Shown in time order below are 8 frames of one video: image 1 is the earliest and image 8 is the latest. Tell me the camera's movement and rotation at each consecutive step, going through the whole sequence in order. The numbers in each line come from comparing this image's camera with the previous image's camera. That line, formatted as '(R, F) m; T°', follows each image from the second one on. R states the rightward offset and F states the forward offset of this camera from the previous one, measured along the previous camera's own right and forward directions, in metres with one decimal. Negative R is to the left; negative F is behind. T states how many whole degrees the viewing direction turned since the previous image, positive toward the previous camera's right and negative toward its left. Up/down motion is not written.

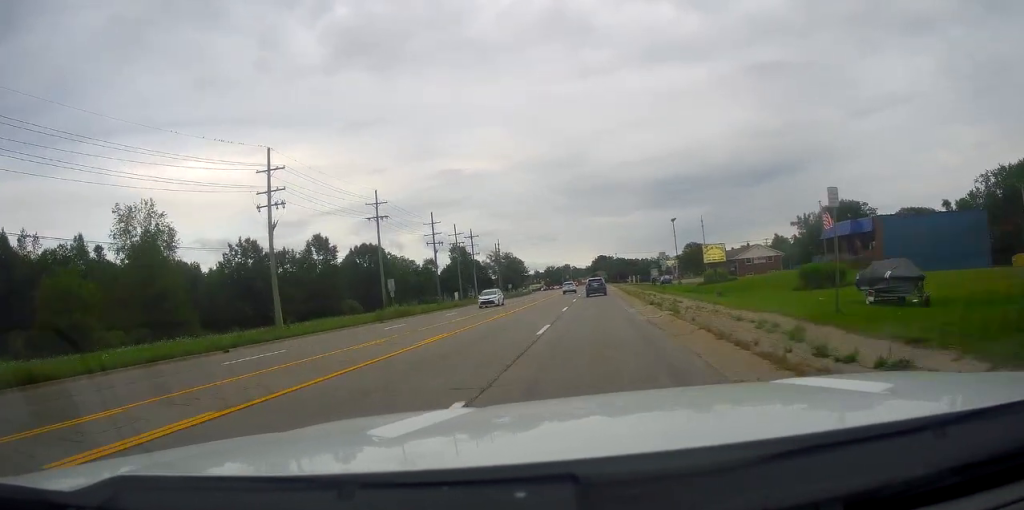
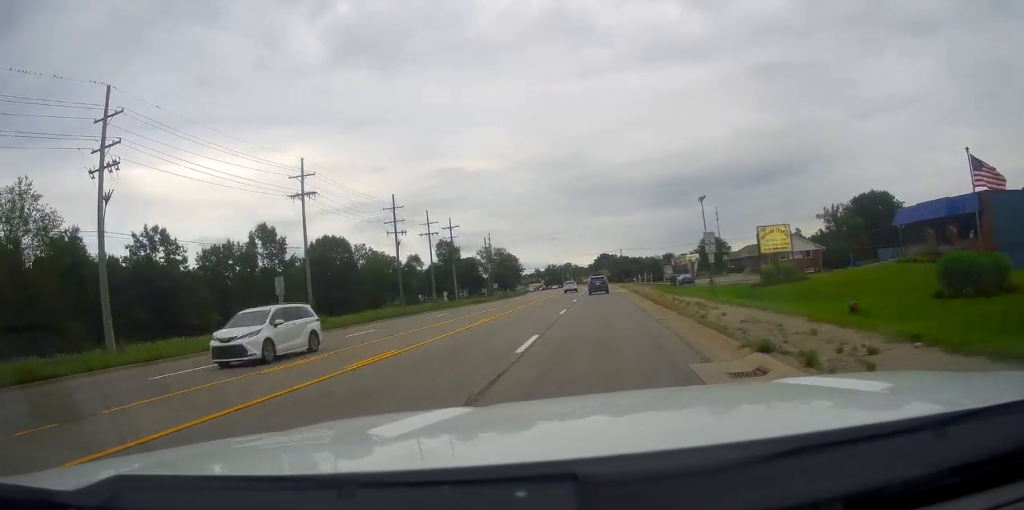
(-0.4, +20.7) m; -1°
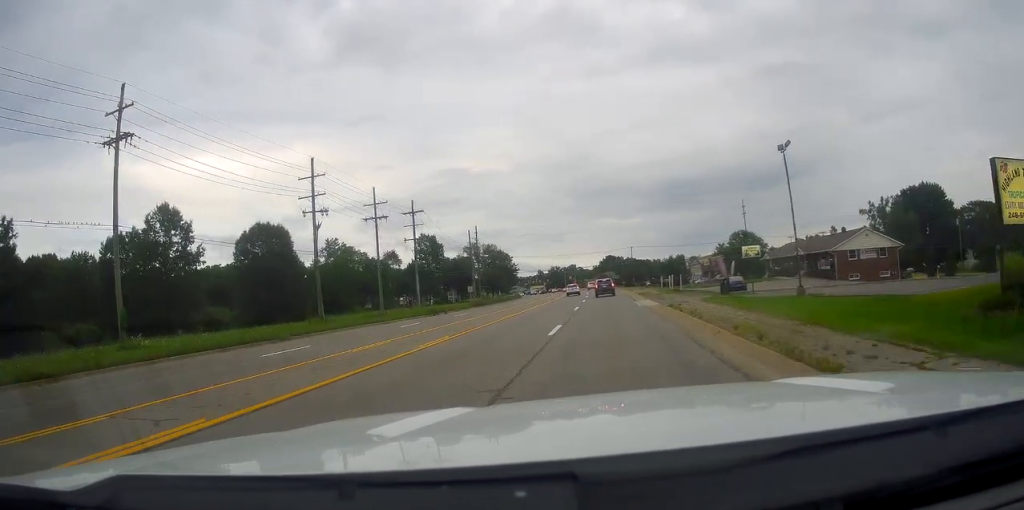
(0.0, +25.6) m; +1°
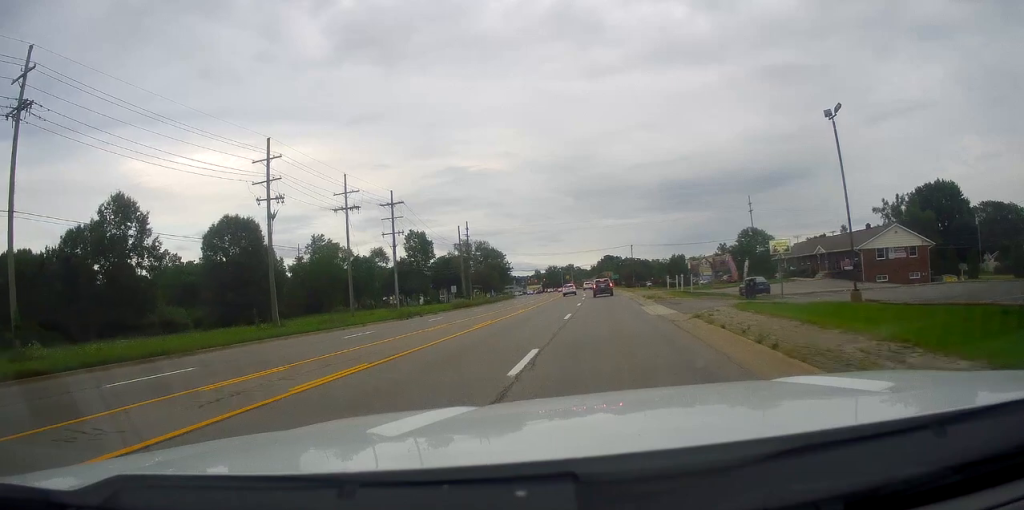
(+0.2, +8.0) m; 0°
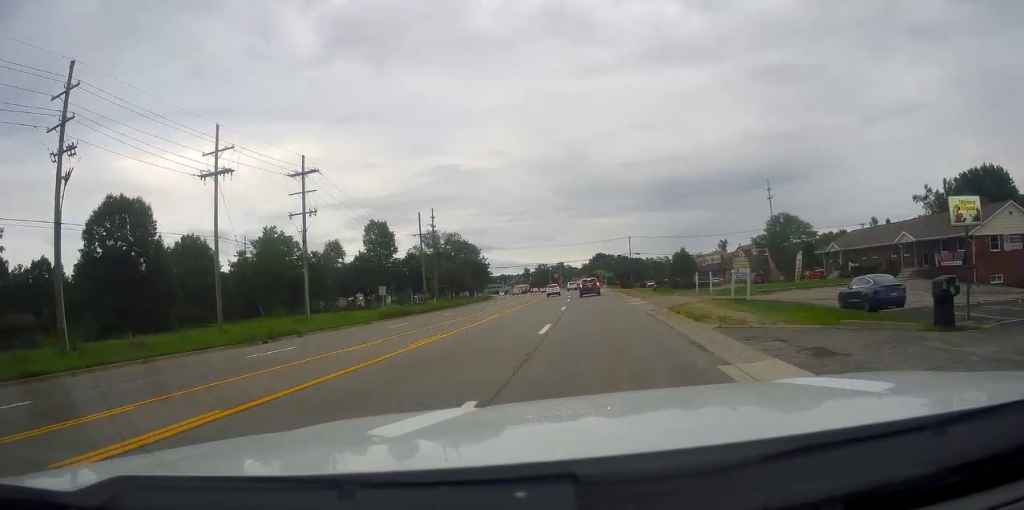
(-0.1, +21.9) m; 0°
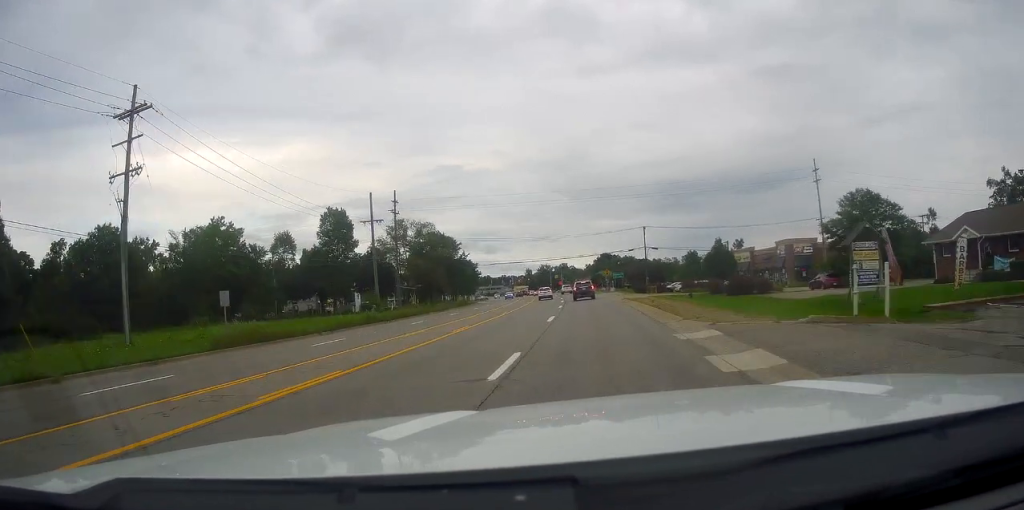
(+0.3, +25.2) m; +1°
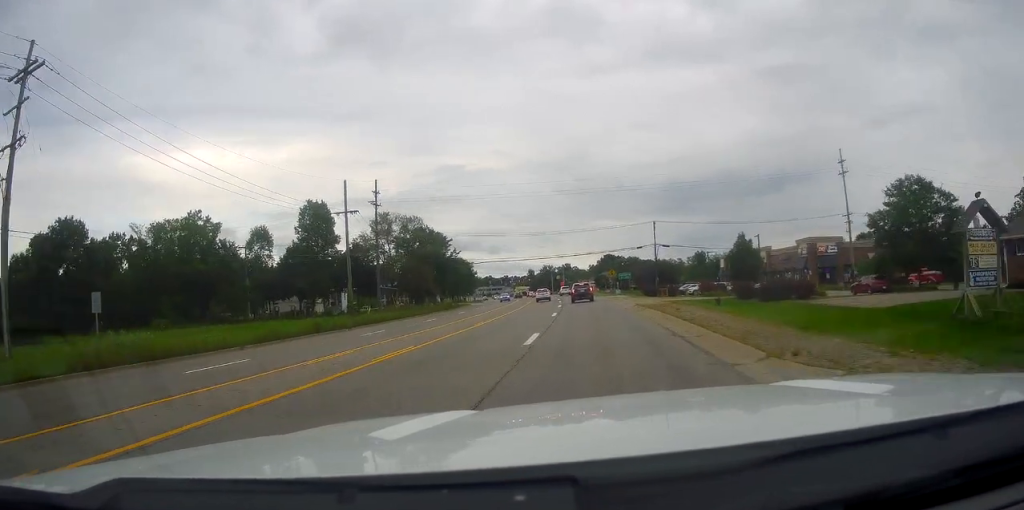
(0.0, +10.1) m; -1°
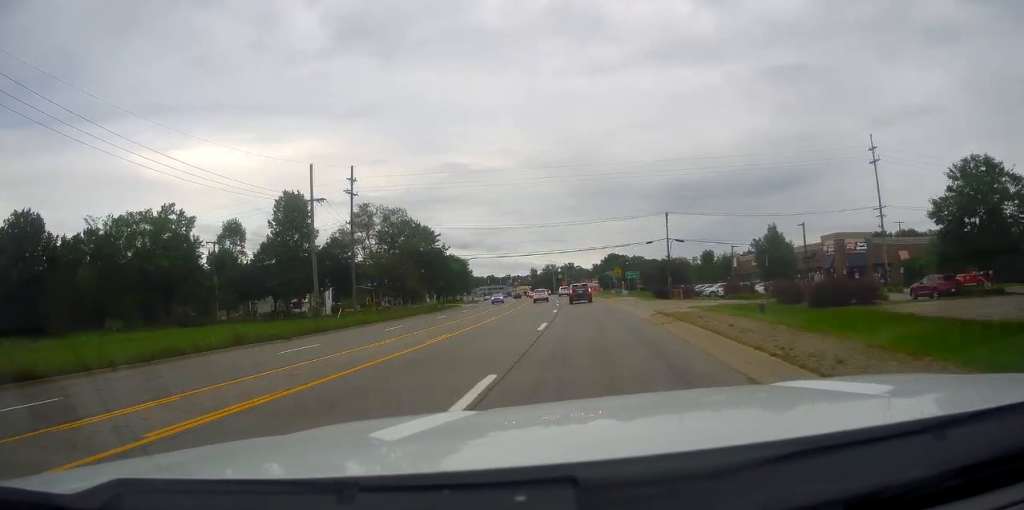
(+0.2, +10.6) m; -1°
